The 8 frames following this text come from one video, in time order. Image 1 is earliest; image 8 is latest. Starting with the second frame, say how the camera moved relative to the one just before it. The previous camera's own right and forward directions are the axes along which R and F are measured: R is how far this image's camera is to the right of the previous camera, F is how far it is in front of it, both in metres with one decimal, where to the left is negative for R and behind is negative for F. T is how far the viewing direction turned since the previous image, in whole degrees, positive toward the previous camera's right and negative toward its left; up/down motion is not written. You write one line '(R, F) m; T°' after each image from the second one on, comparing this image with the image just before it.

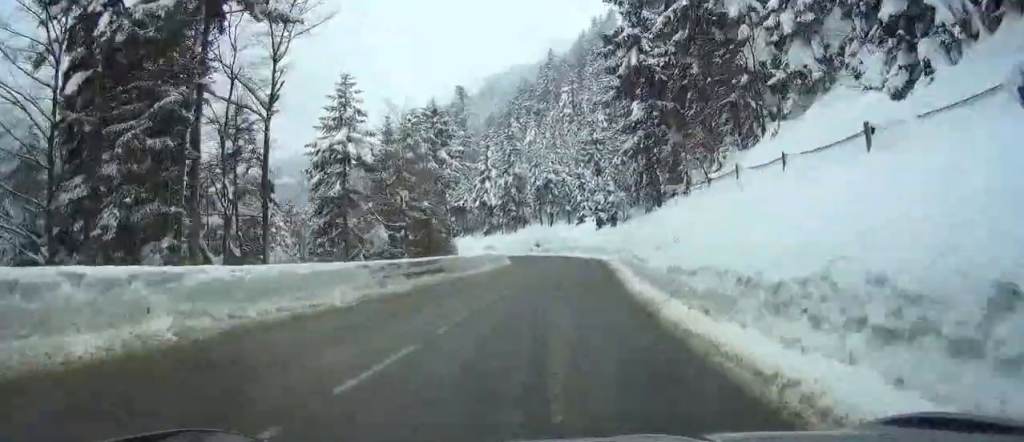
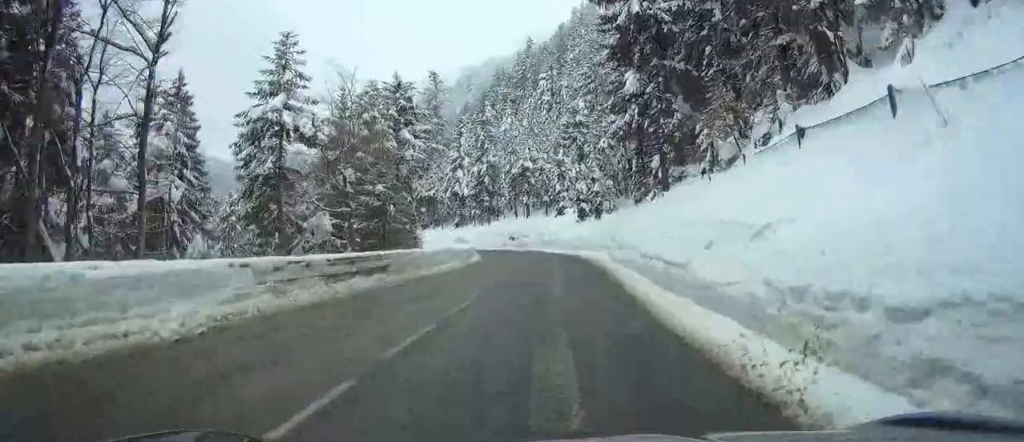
(+0.3, +7.6) m; +2°
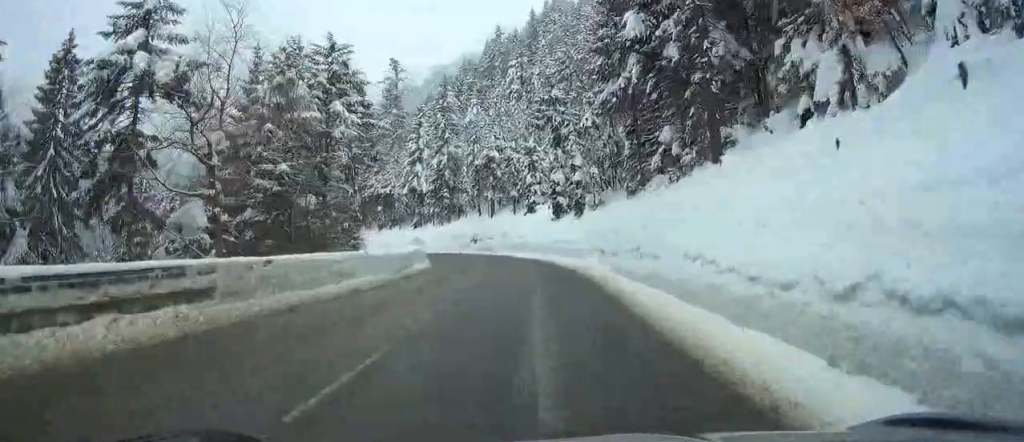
(0.0, +10.0) m; +1°
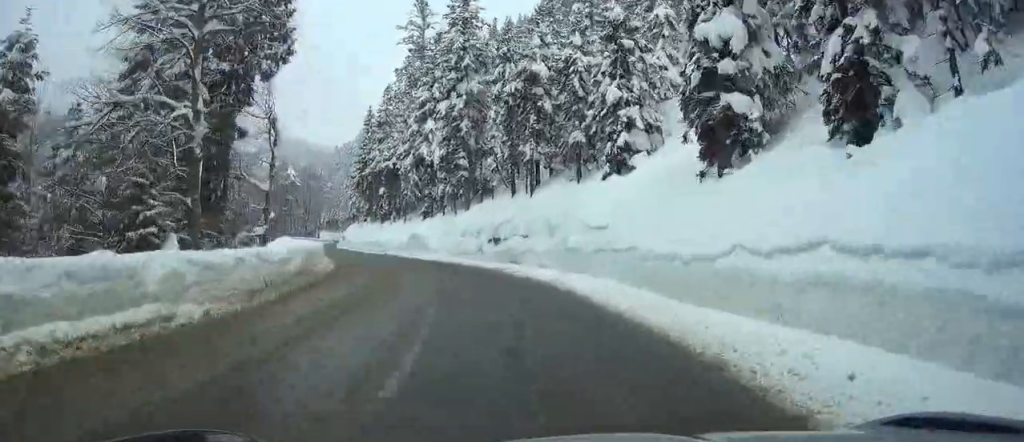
(+0.4, +34.1) m; -2°
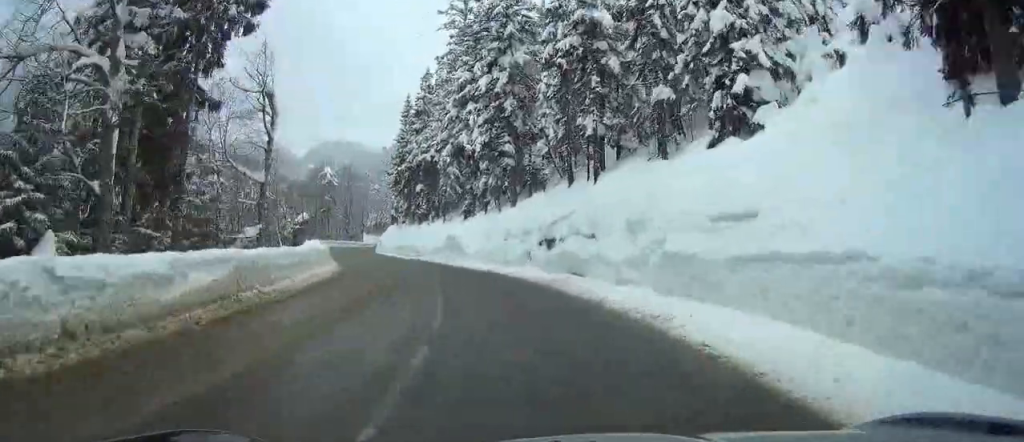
(+0.3, +7.4) m; -3°
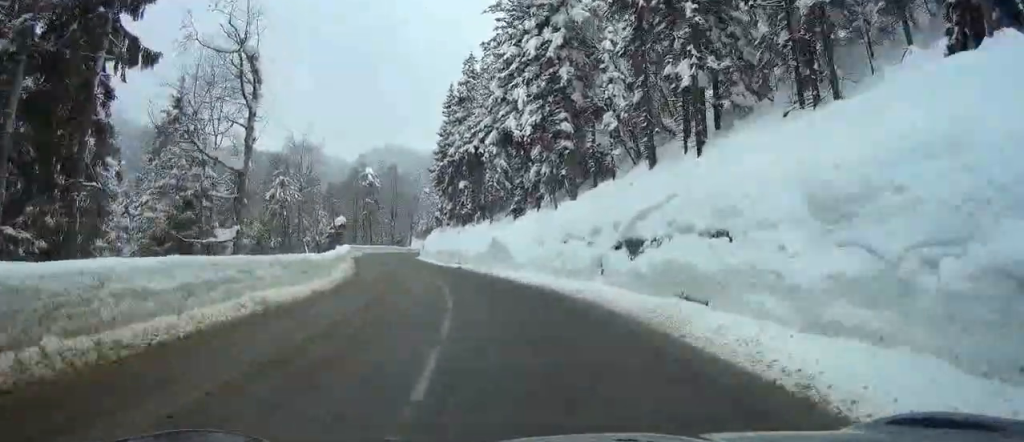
(-0.7, +8.3) m; -7°
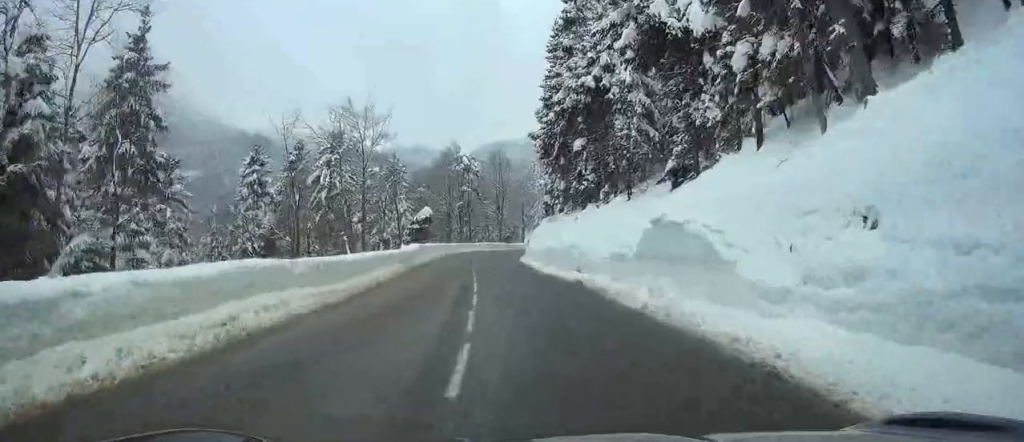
(-2.5, +19.3) m; -11°
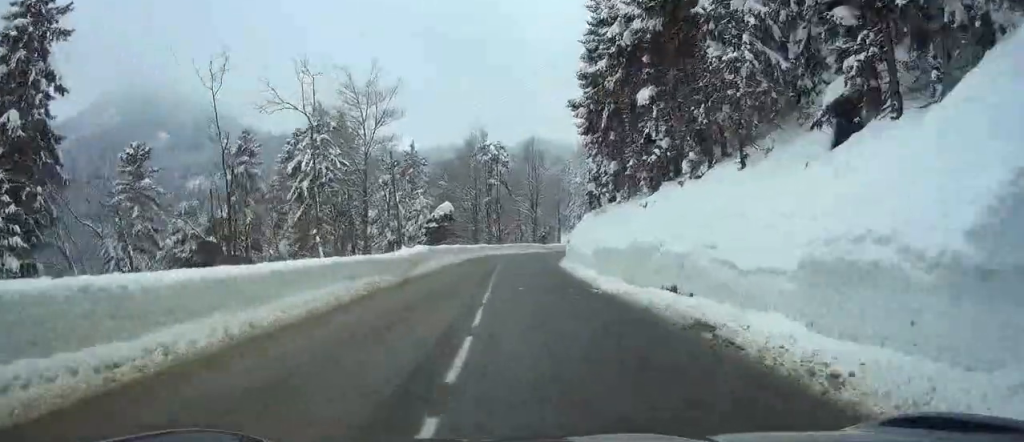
(-0.1, +10.7) m; 0°
